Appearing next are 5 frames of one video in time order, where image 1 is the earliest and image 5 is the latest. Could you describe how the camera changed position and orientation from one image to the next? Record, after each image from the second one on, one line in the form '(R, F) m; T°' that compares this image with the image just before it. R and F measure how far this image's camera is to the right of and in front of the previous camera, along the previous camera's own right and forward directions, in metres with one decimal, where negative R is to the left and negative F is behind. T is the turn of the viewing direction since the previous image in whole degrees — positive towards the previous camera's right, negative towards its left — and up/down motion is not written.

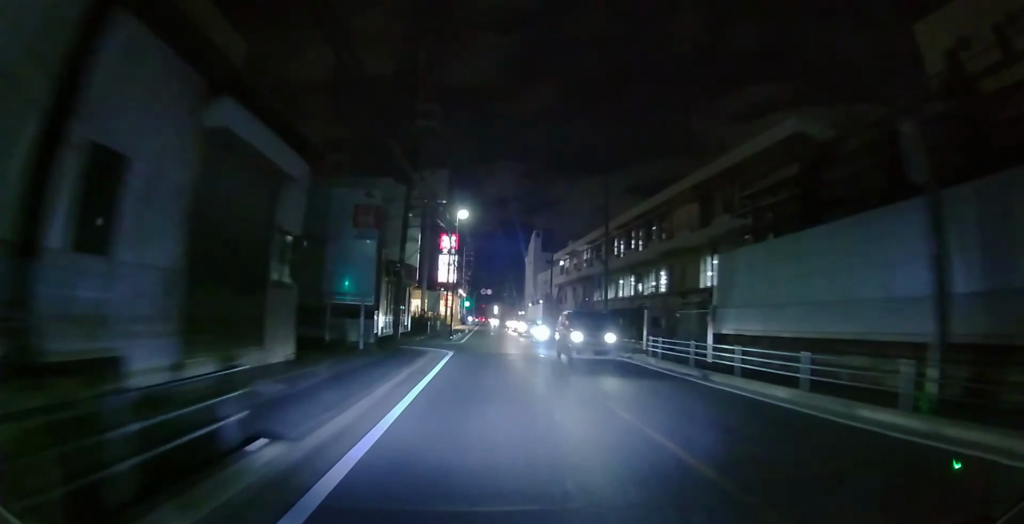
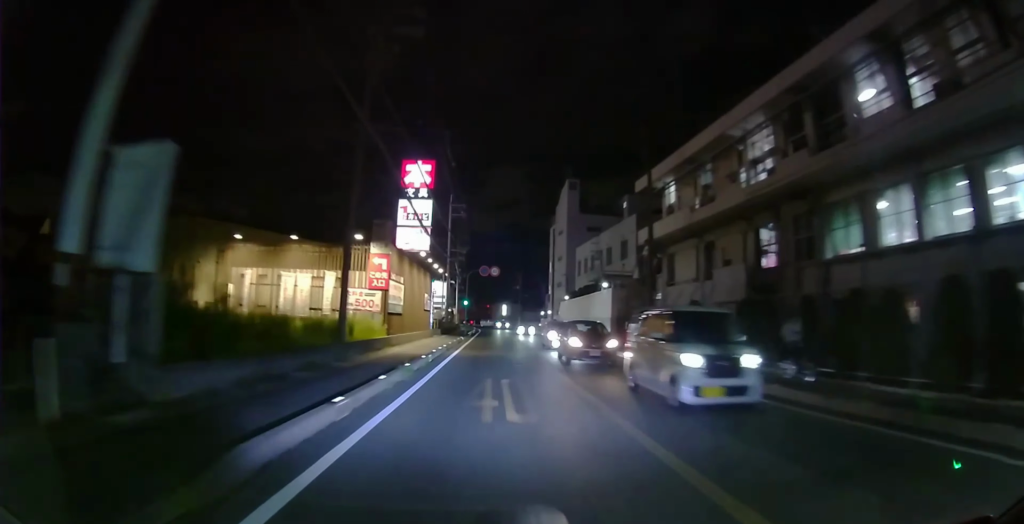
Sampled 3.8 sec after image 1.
(0.0, +41.2) m; 0°
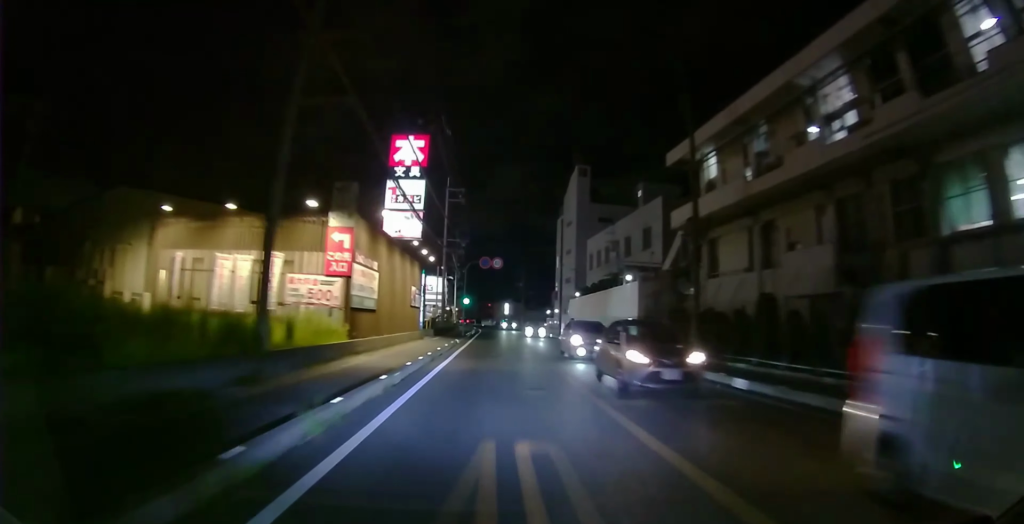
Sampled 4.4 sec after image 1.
(0.0, +6.1) m; 0°
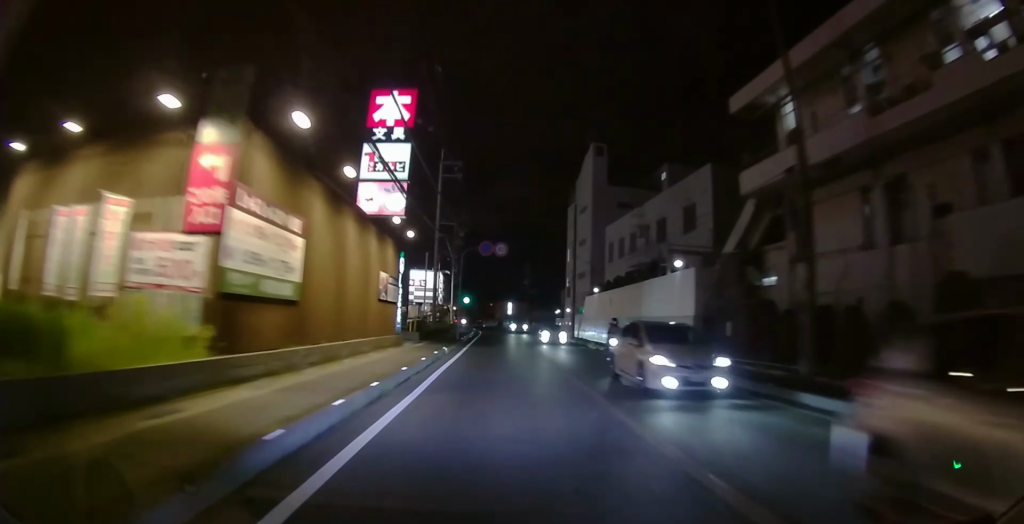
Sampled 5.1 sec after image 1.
(0.0, +8.4) m; 0°
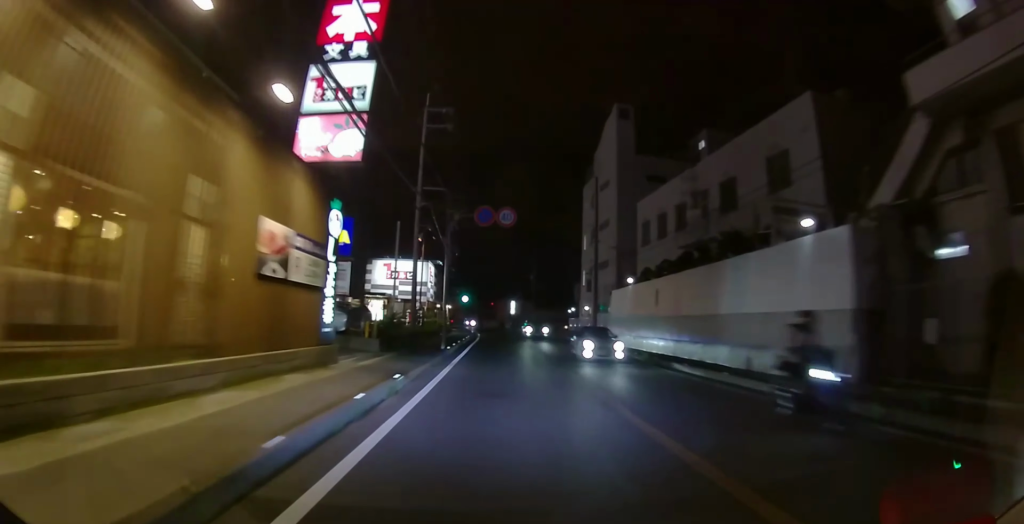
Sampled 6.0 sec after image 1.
(0.0, +10.6) m; 0°
